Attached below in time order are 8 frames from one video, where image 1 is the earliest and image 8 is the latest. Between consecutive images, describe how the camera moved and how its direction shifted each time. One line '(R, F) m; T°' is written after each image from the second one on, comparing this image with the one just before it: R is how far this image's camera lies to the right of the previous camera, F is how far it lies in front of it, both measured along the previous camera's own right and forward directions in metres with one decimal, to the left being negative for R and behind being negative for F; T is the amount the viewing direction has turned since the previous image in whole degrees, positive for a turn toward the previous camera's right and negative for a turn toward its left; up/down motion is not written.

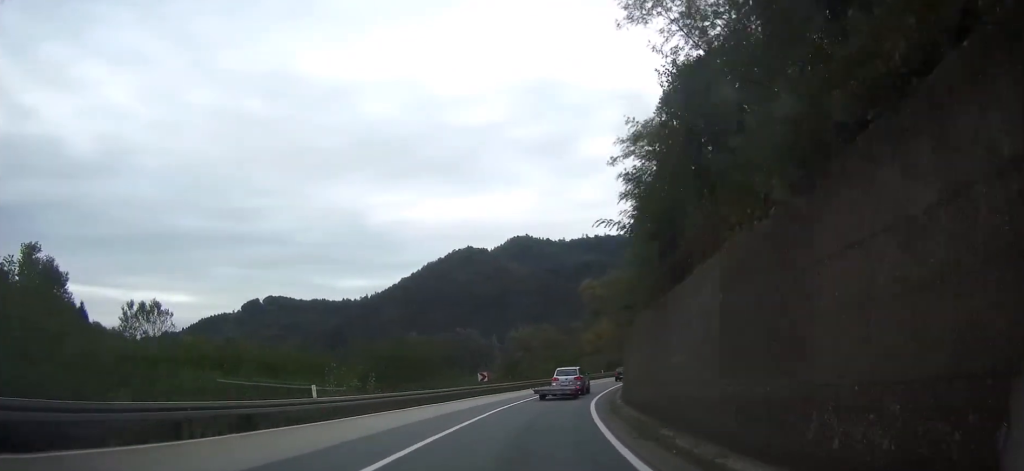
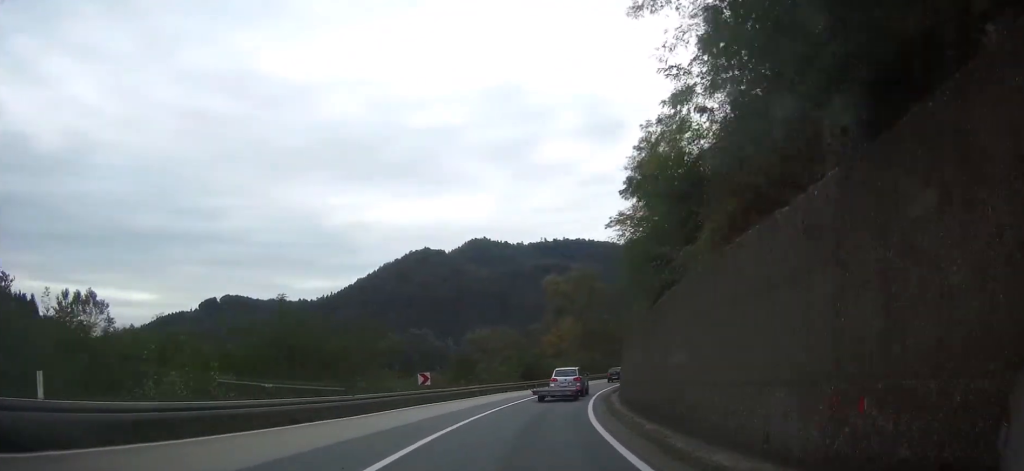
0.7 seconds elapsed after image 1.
(+0.6, +12.4) m; +4°
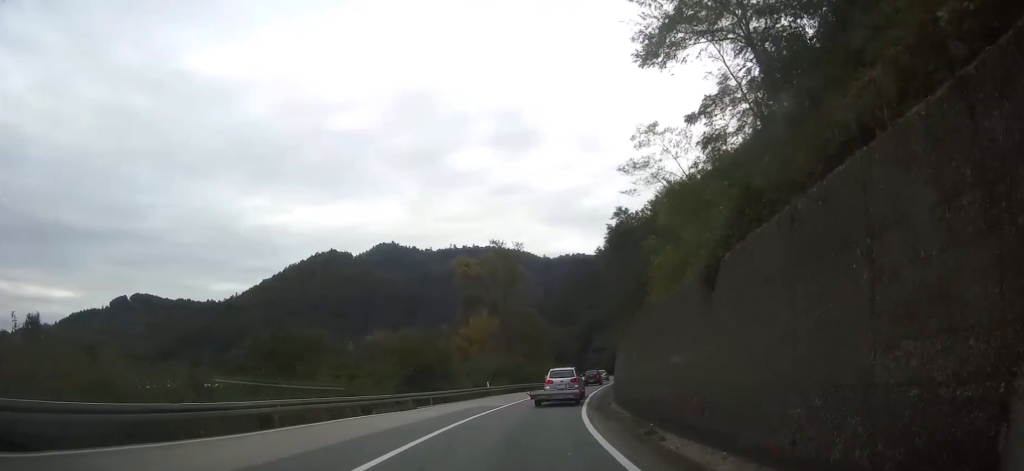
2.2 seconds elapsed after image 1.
(+2.2, +28.8) m; +8°
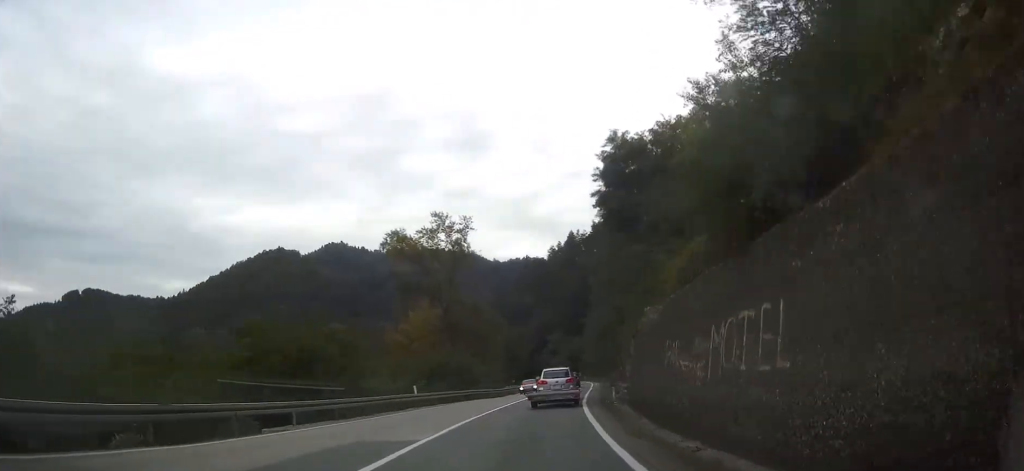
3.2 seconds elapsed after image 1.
(+0.8, +18.1) m; +4°
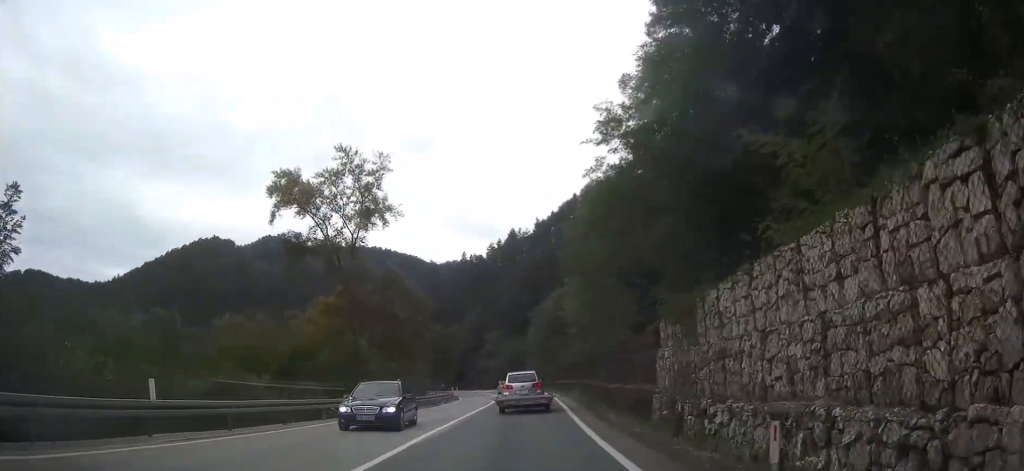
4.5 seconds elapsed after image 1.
(+0.8, +23.1) m; +4°
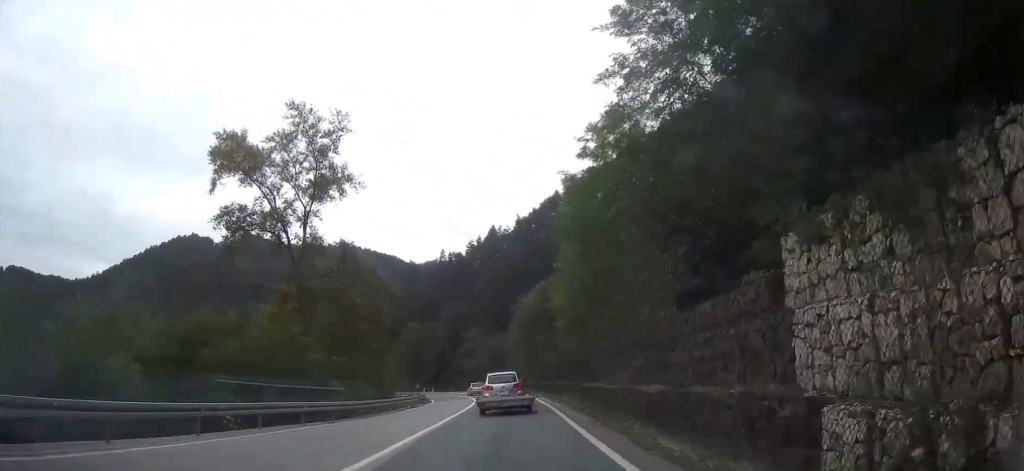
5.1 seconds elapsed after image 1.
(+0.1, +9.4) m; +1°
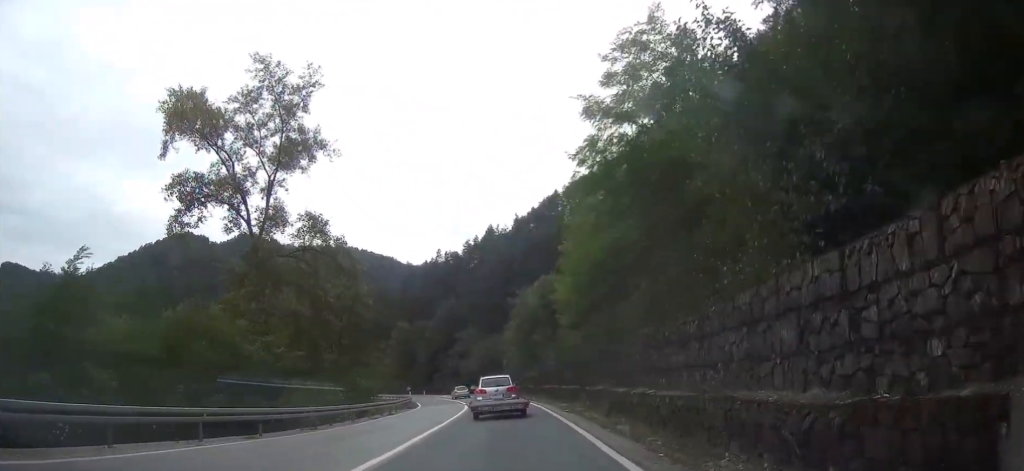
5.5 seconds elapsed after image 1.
(+0.1, +8.1) m; 0°
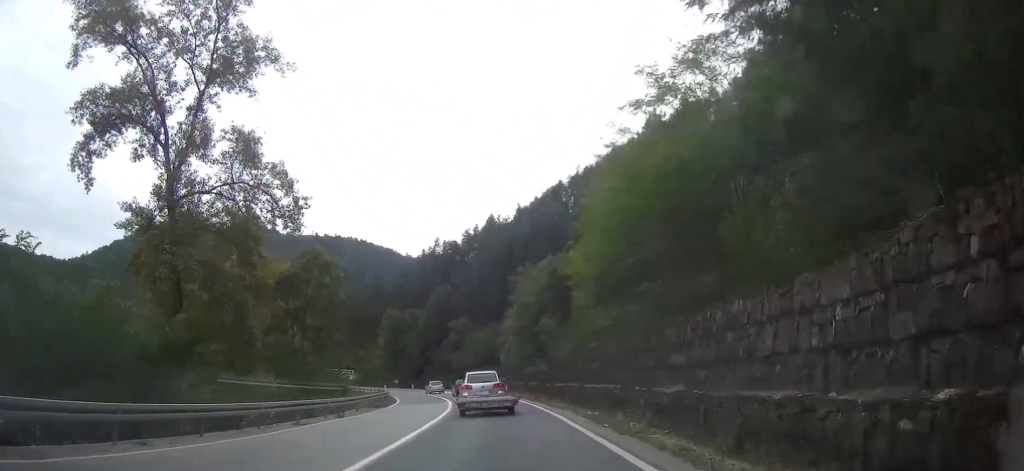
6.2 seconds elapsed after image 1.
(+0.1, +12.0) m; 0°
